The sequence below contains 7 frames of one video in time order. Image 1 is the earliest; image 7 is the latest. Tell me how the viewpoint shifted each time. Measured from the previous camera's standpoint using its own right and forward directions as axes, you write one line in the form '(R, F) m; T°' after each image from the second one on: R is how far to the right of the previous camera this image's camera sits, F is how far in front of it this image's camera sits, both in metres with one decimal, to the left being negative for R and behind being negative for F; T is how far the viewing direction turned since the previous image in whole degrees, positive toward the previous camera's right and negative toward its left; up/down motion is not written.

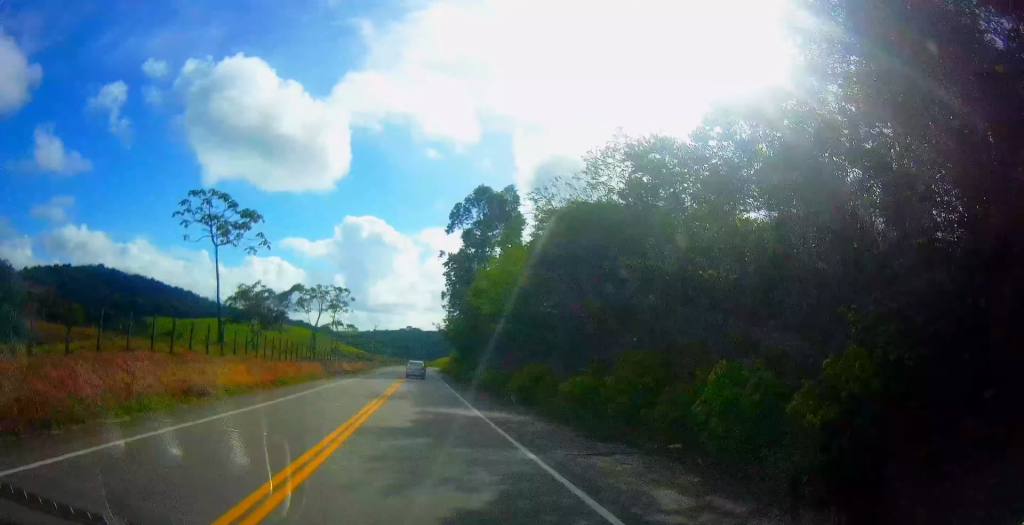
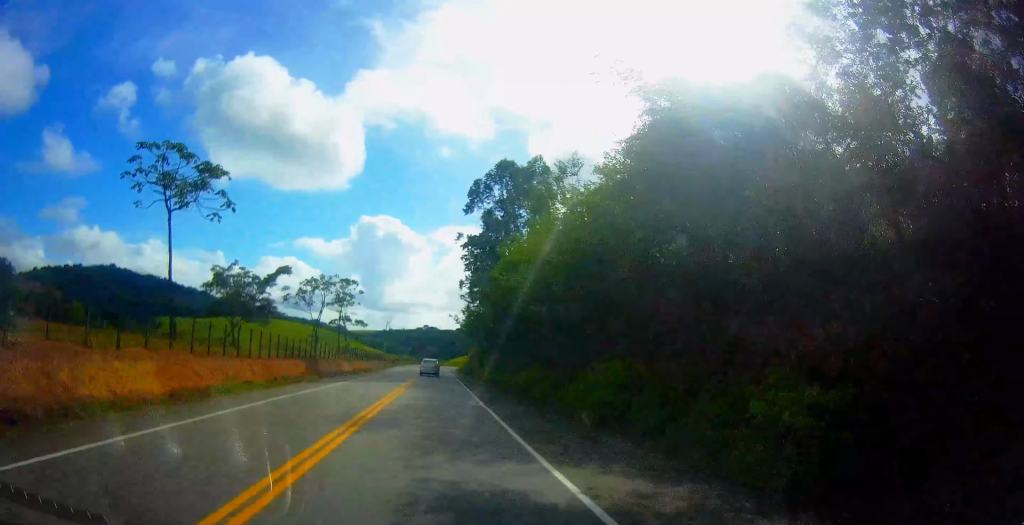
(-0.5, +10.7) m; -3°
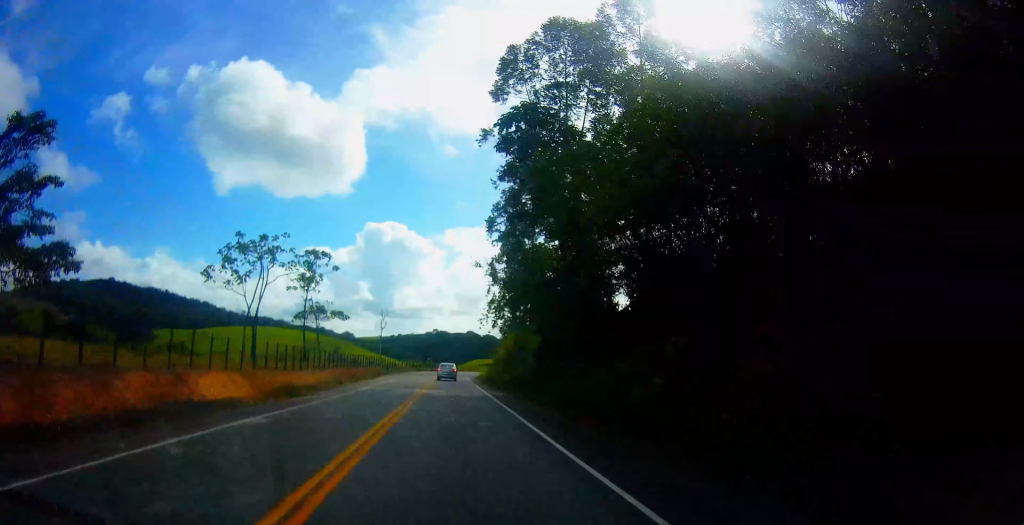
(-2.5, +33.7) m; -9°
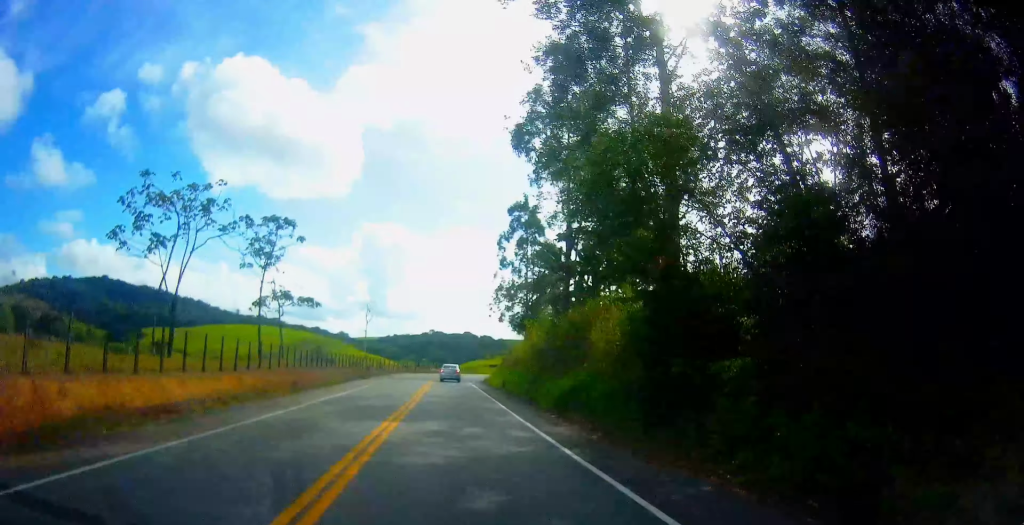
(-0.7, +17.3) m; -3°
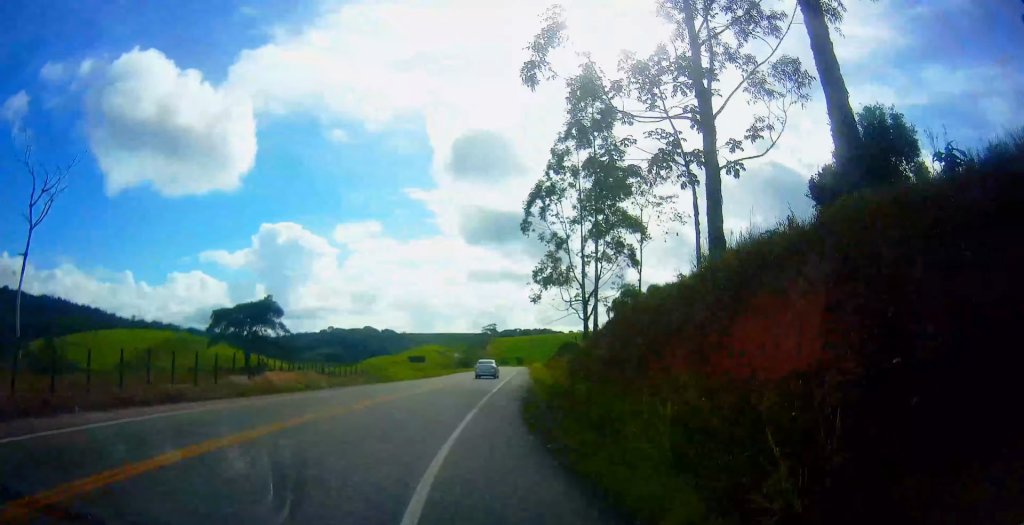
(-0.9, +73.2) m; +2°
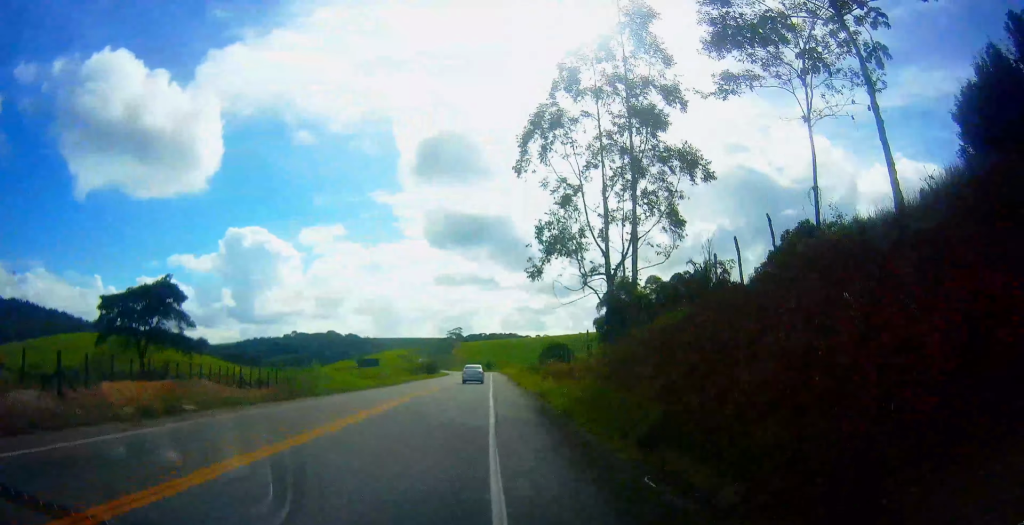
(-0.1, +14.3) m; +2°
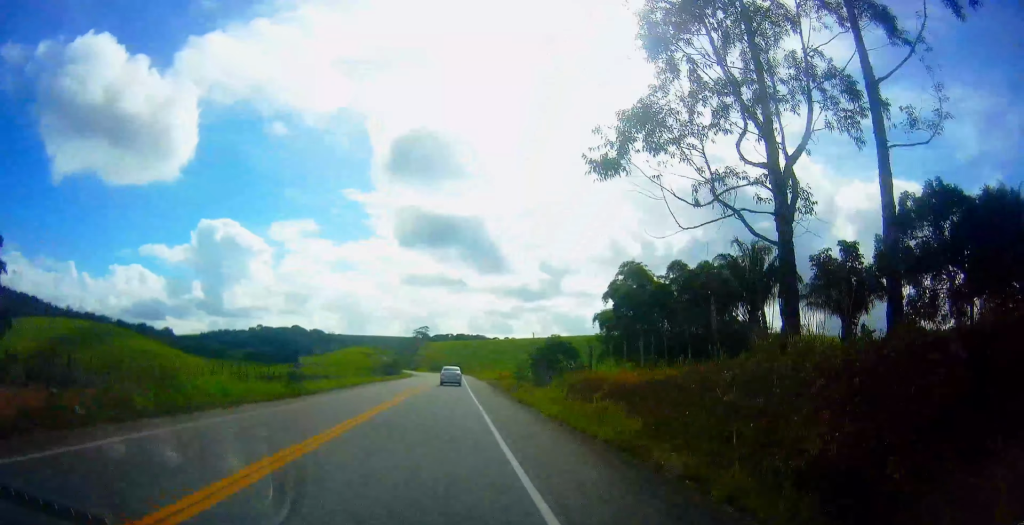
(+0.5, +17.3) m; +4°
